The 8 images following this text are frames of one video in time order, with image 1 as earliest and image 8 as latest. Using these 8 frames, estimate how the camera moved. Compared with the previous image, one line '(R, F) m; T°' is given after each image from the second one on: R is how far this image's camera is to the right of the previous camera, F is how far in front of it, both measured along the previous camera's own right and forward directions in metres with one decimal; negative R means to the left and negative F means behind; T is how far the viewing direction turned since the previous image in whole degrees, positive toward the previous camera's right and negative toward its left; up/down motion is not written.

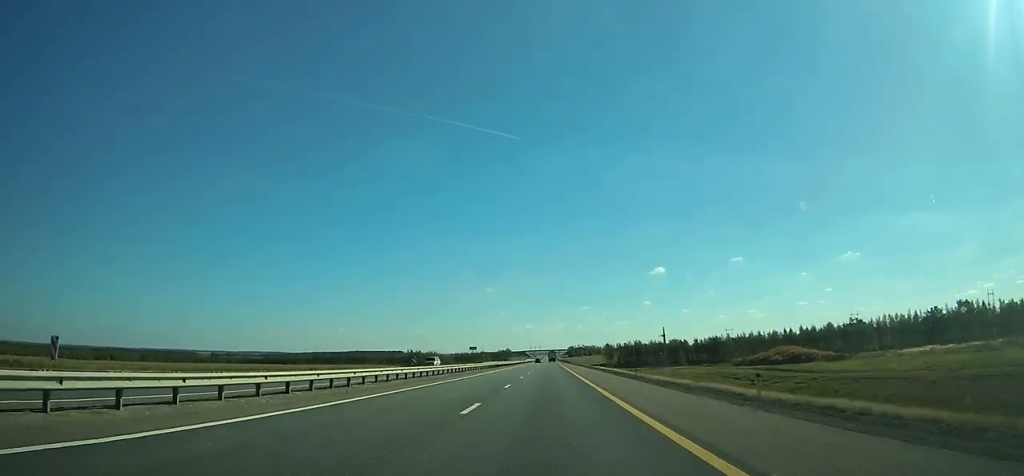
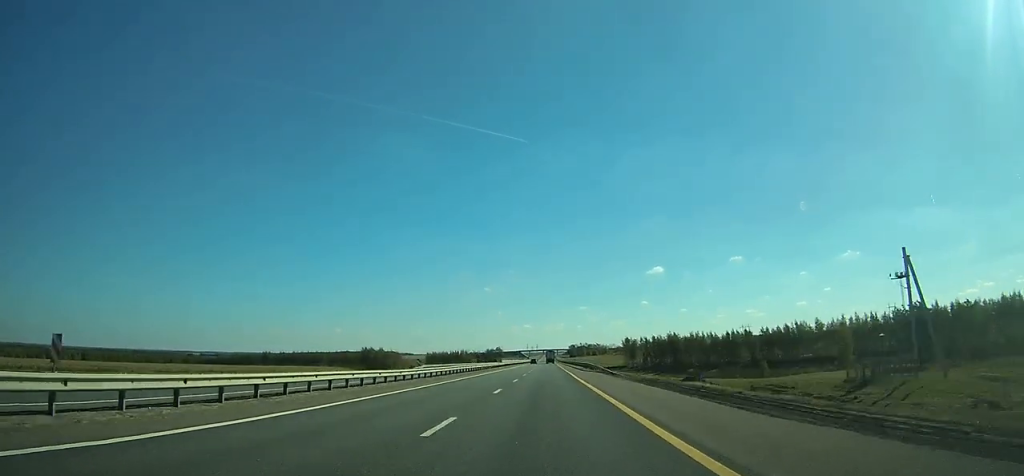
(+0.1, +89.9) m; 0°
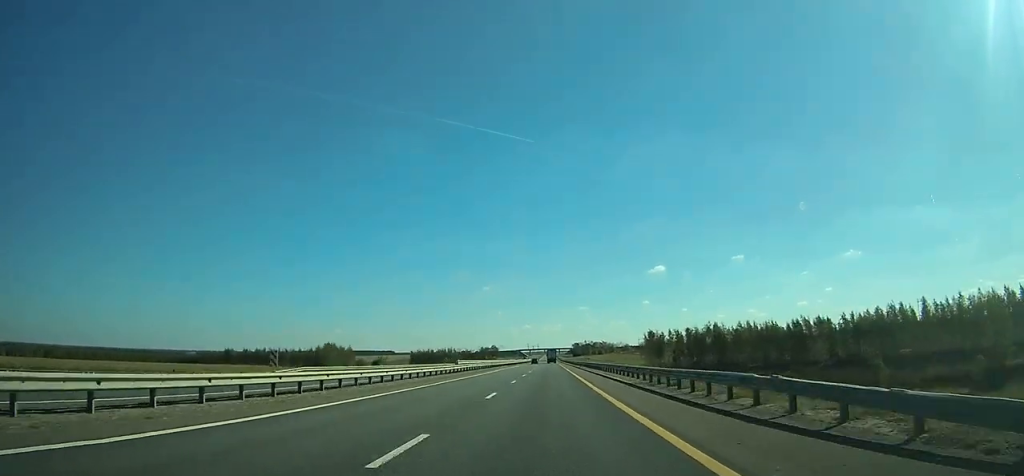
(0.0, +51.4) m; 0°
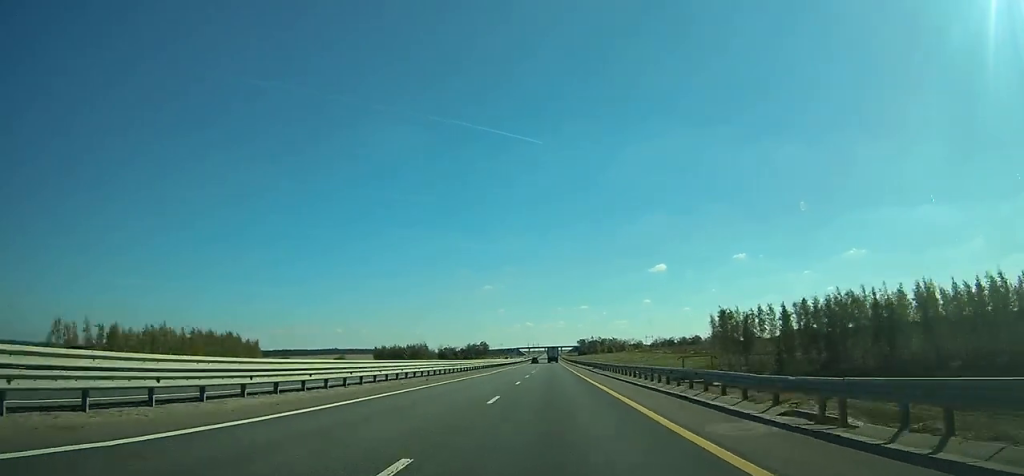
(0.0, +74.2) m; 0°
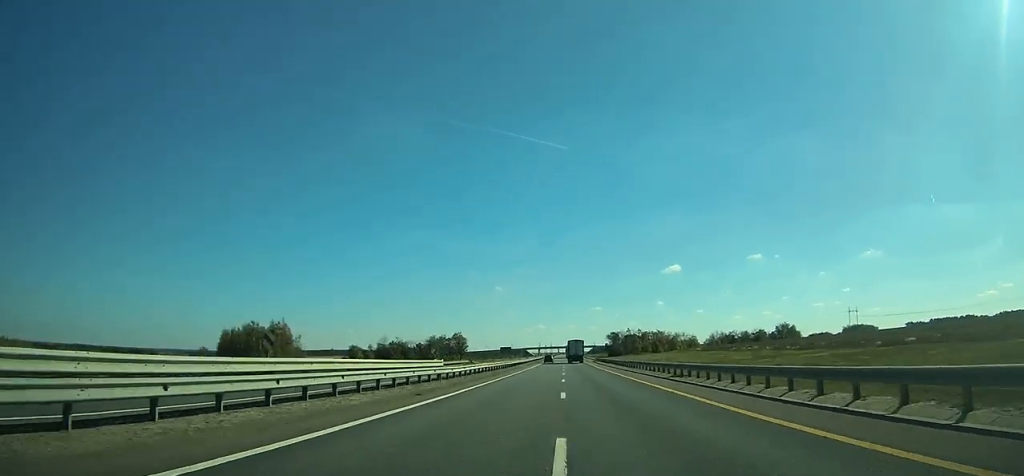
(-1.1, +137.8) m; 0°
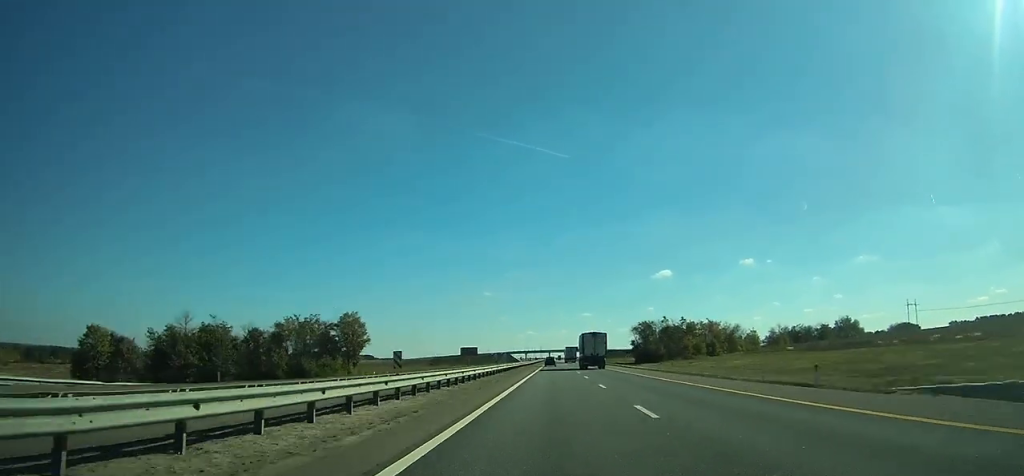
(+0.2, +112.6) m; 0°
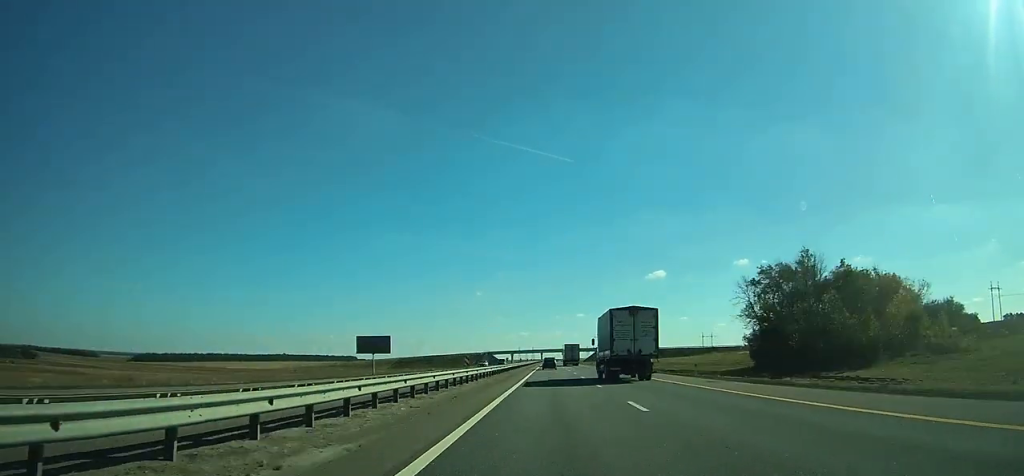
(+0.5, +108.3) m; 0°
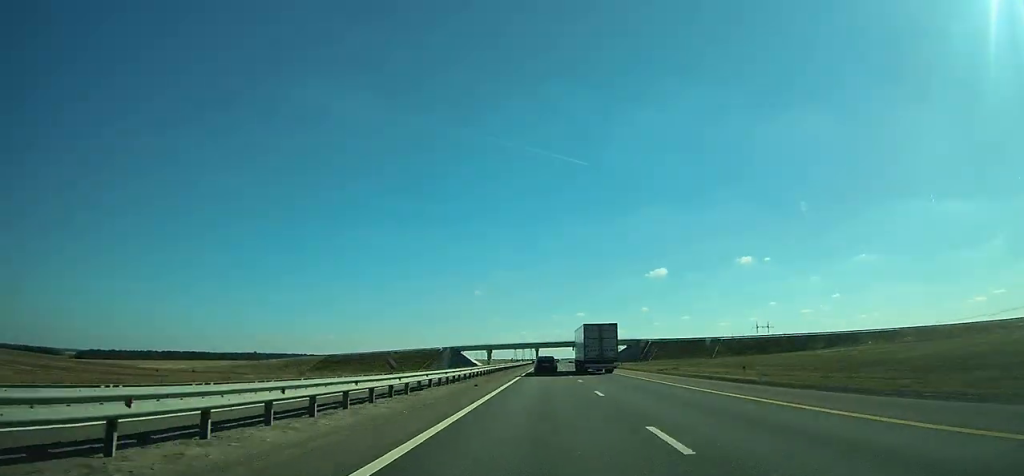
(+0.7, +160.1) m; 0°
